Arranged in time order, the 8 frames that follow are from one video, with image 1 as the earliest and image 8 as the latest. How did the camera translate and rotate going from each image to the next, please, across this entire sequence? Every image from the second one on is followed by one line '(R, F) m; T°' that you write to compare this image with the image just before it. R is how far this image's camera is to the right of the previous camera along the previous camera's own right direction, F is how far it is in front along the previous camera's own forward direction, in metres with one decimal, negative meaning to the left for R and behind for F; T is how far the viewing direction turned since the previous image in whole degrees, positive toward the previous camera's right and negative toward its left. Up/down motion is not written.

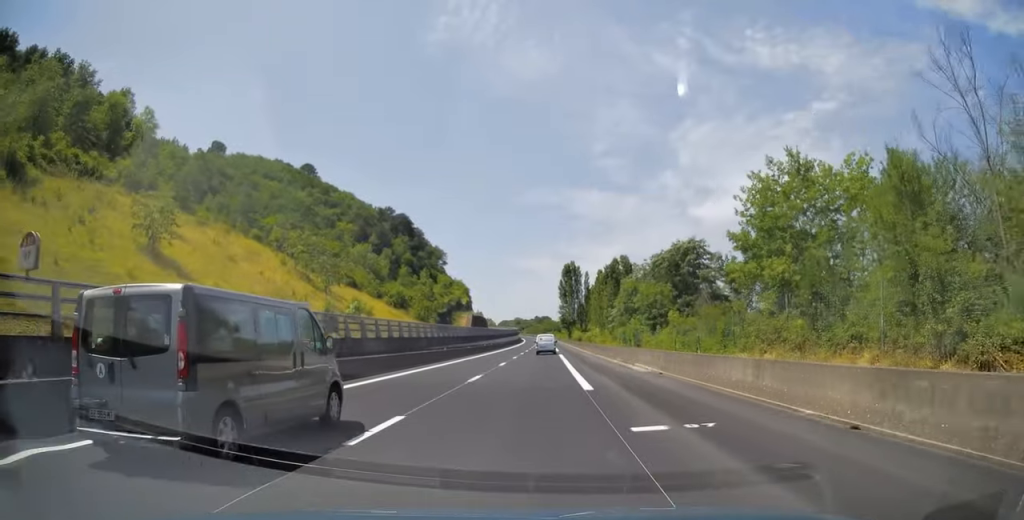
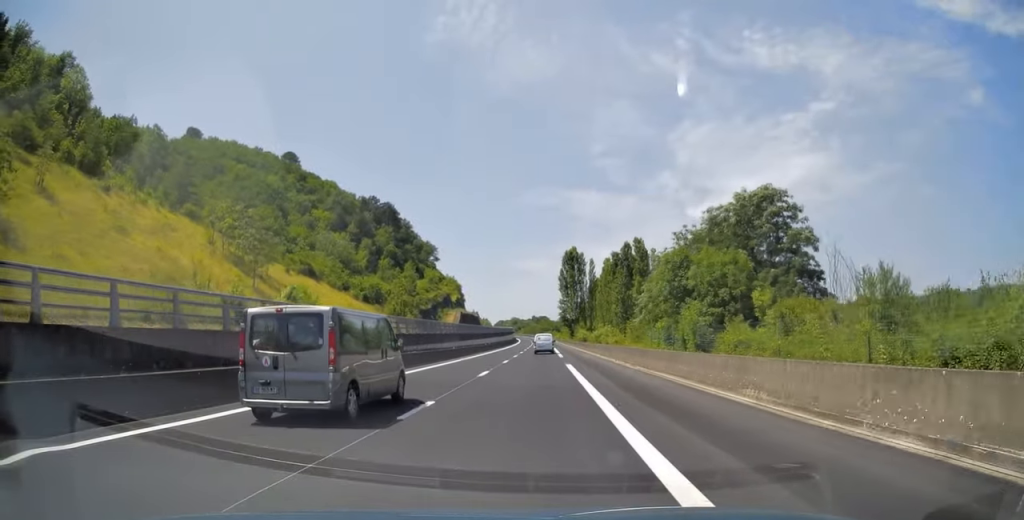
(-0.1, +23.0) m; 0°
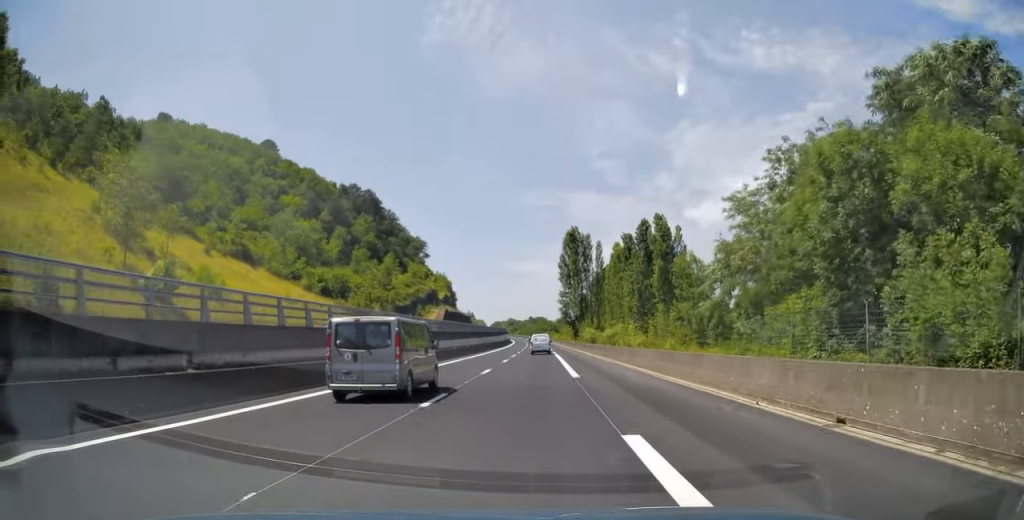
(0.0, +23.6) m; 0°
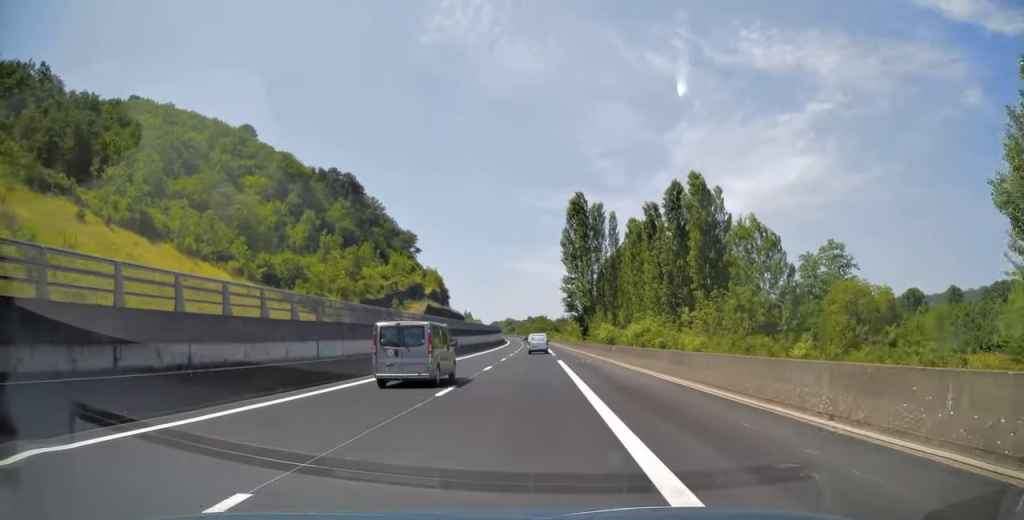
(+0.4, +23.5) m; 0°
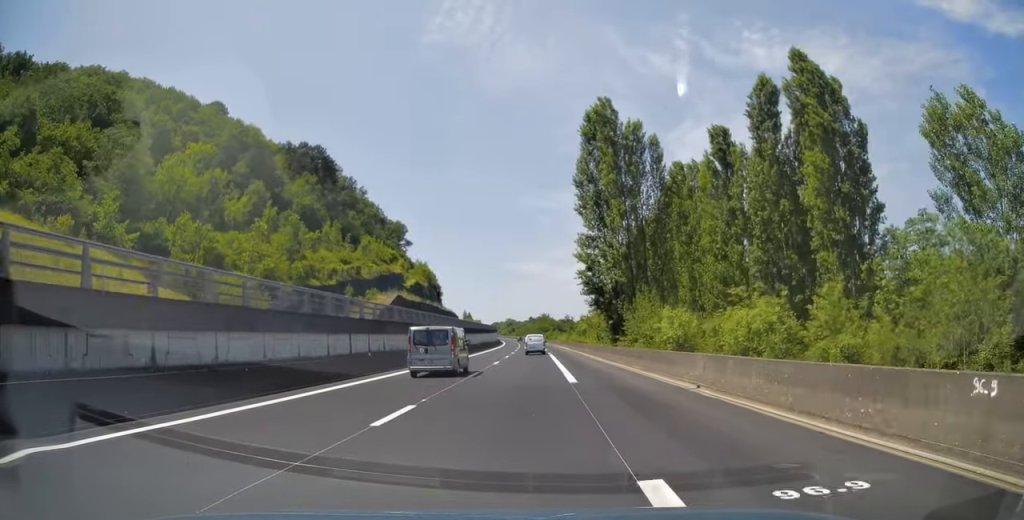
(-0.3, +31.0) m; 0°
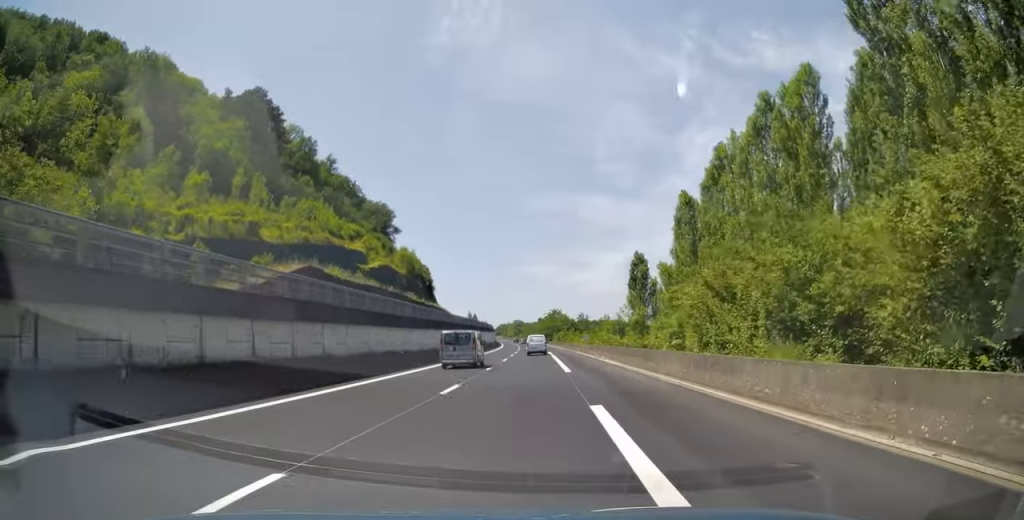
(+0.2, +45.4) m; 0°
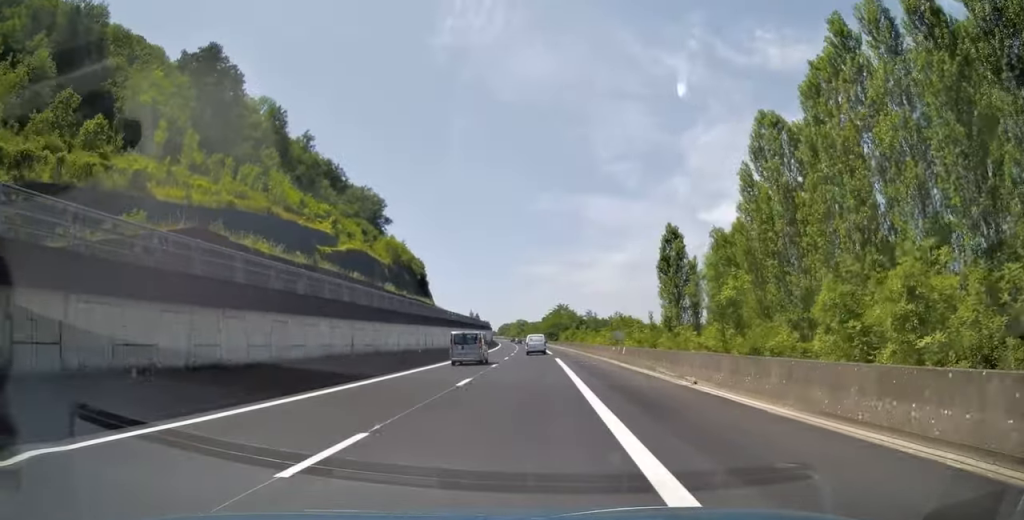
(-0.2, +22.9) m; -1°
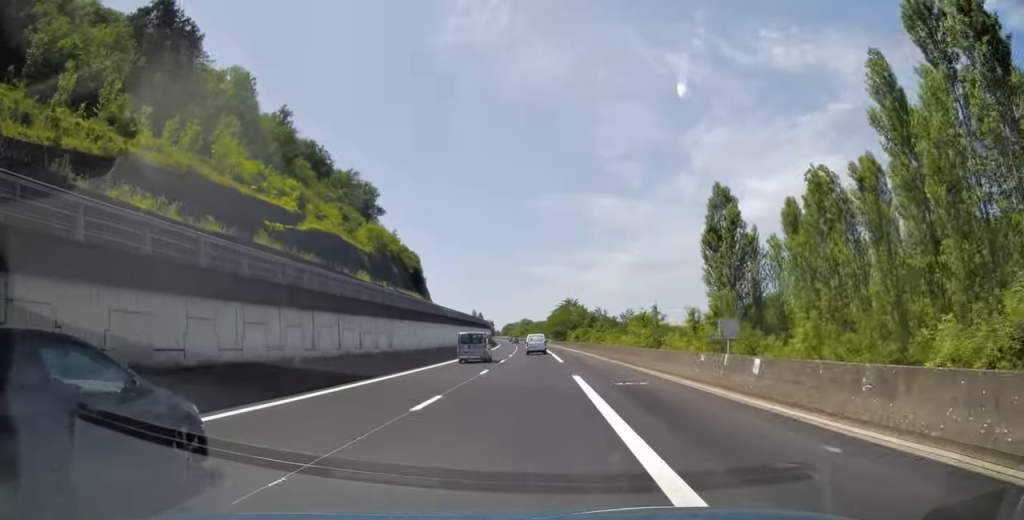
(0.0, +19.7) m; 0°
